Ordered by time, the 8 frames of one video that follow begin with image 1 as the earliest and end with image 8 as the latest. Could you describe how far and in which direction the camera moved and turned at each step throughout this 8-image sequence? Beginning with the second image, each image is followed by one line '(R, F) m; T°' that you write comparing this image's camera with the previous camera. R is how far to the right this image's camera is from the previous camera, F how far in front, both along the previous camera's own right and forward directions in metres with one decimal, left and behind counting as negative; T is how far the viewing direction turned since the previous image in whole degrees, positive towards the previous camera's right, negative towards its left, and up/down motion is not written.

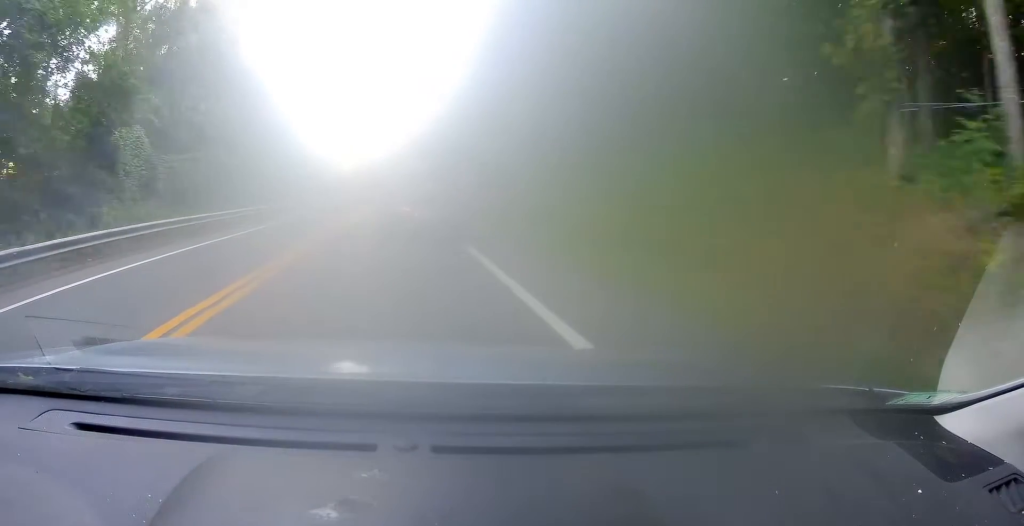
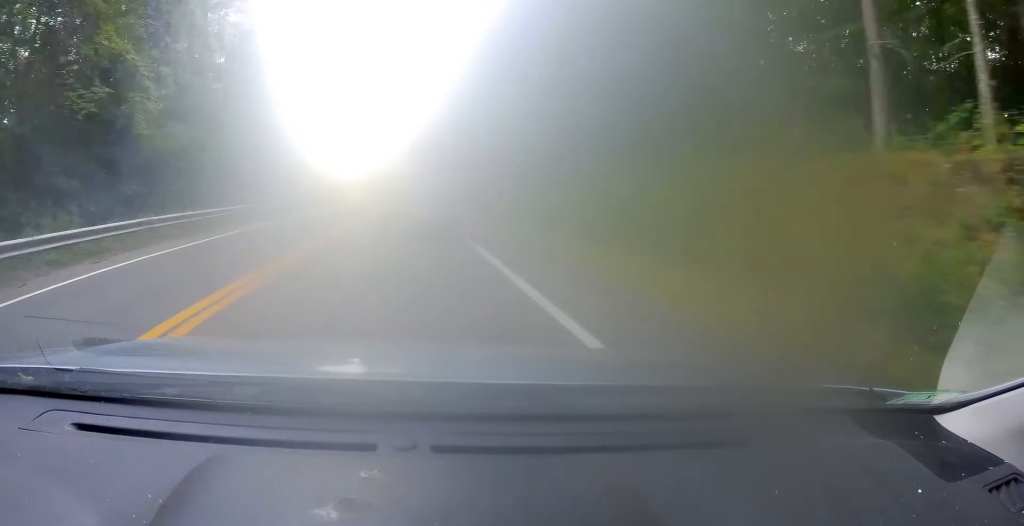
(-3.3, +51.4) m; -6°
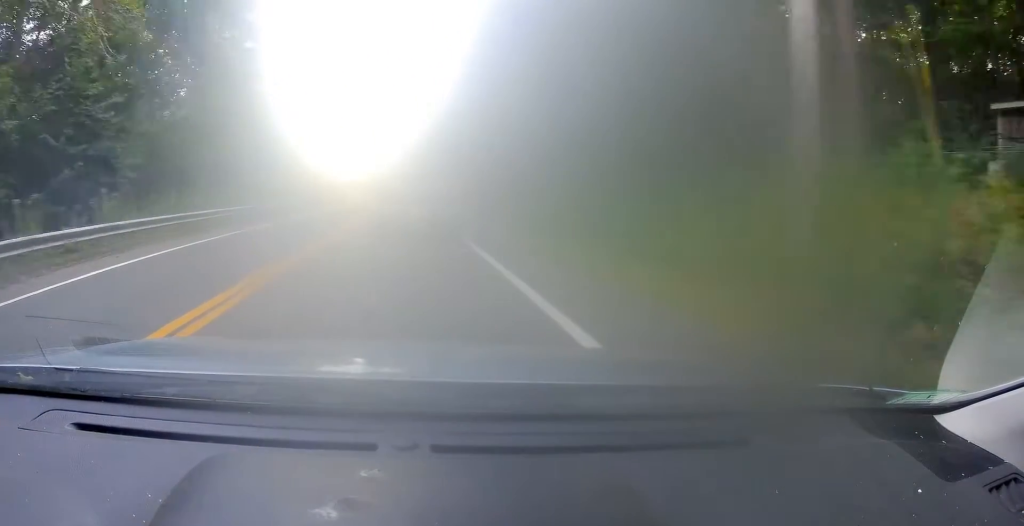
(+0.1, +12.7) m; -1°
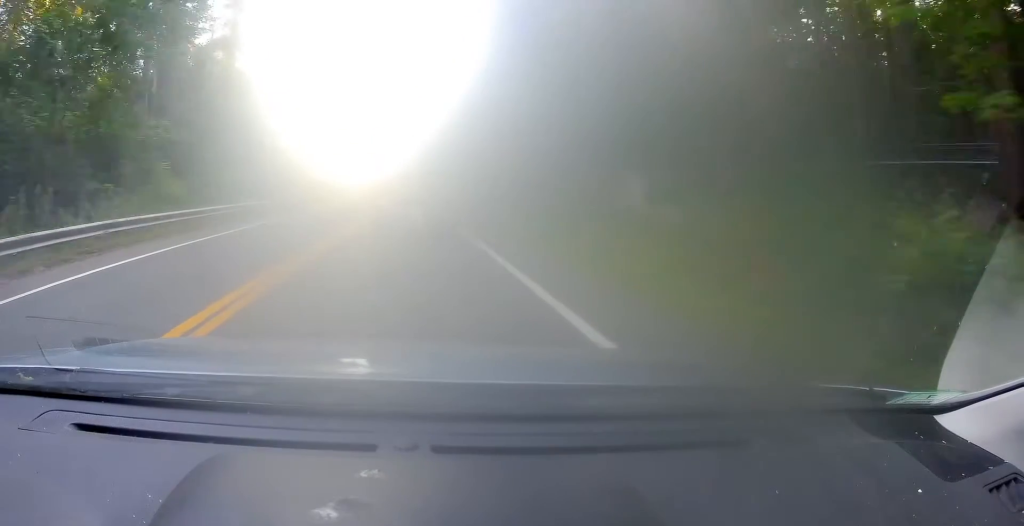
(-0.2, +15.0) m; 0°
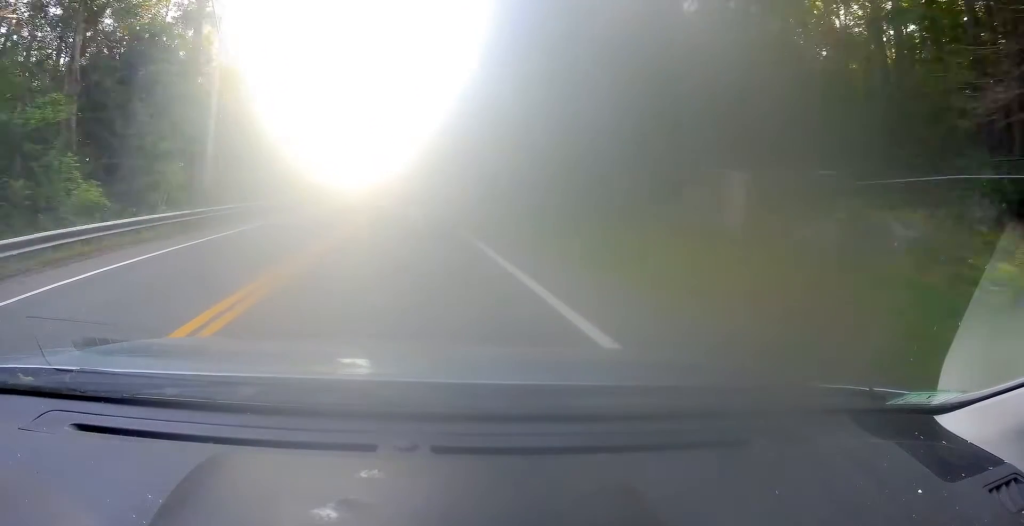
(-0.1, +8.9) m; 0°
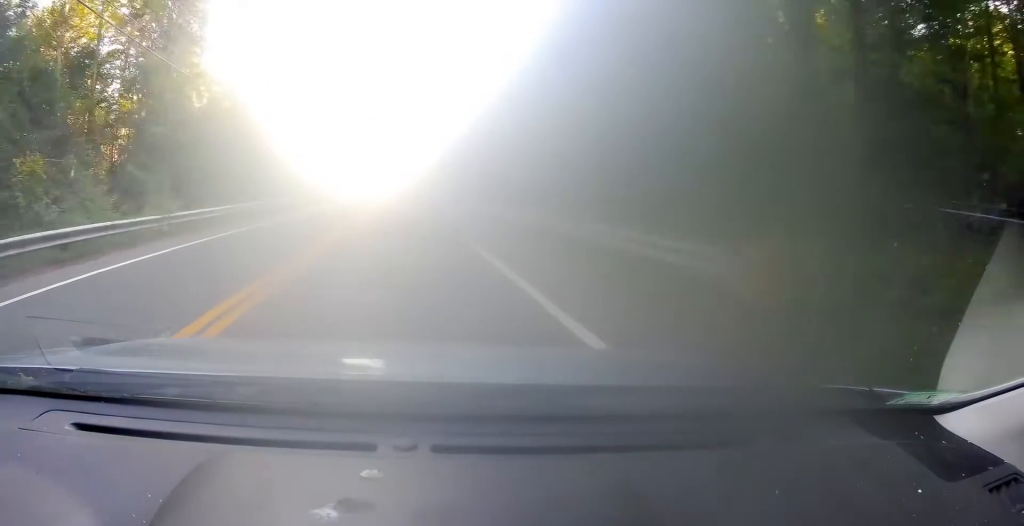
(+0.1, +26.1) m; -1°
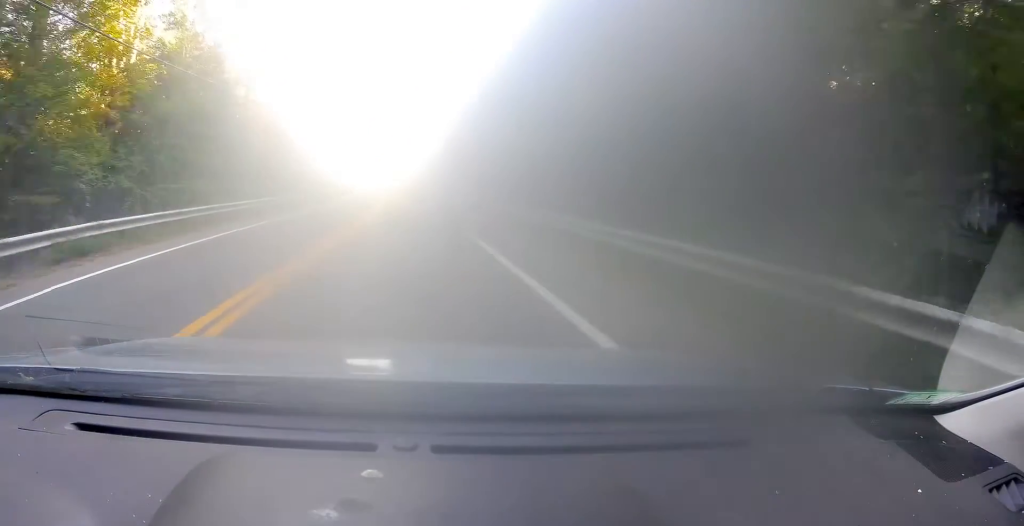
(-0.2, +16.4) m; -2°
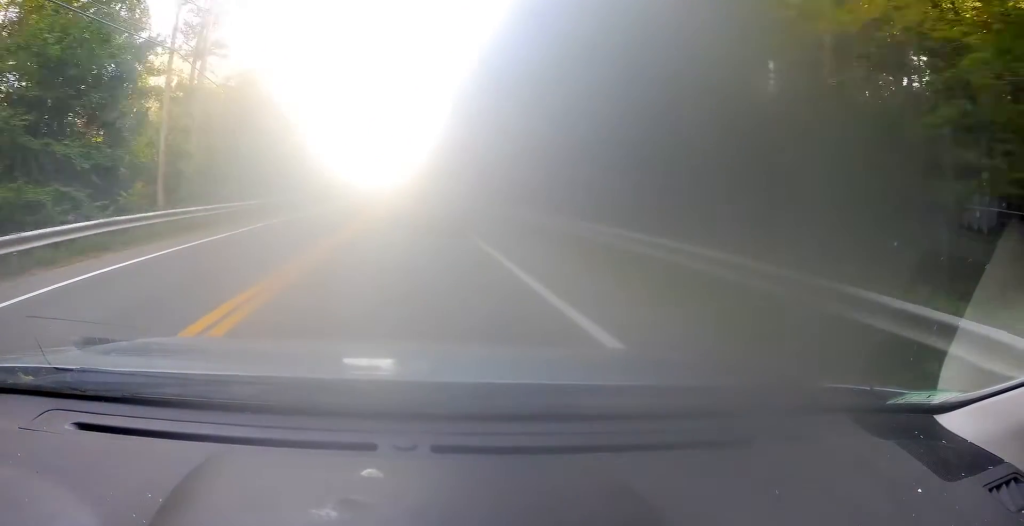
(-0.1, +15.0) m; -3°
